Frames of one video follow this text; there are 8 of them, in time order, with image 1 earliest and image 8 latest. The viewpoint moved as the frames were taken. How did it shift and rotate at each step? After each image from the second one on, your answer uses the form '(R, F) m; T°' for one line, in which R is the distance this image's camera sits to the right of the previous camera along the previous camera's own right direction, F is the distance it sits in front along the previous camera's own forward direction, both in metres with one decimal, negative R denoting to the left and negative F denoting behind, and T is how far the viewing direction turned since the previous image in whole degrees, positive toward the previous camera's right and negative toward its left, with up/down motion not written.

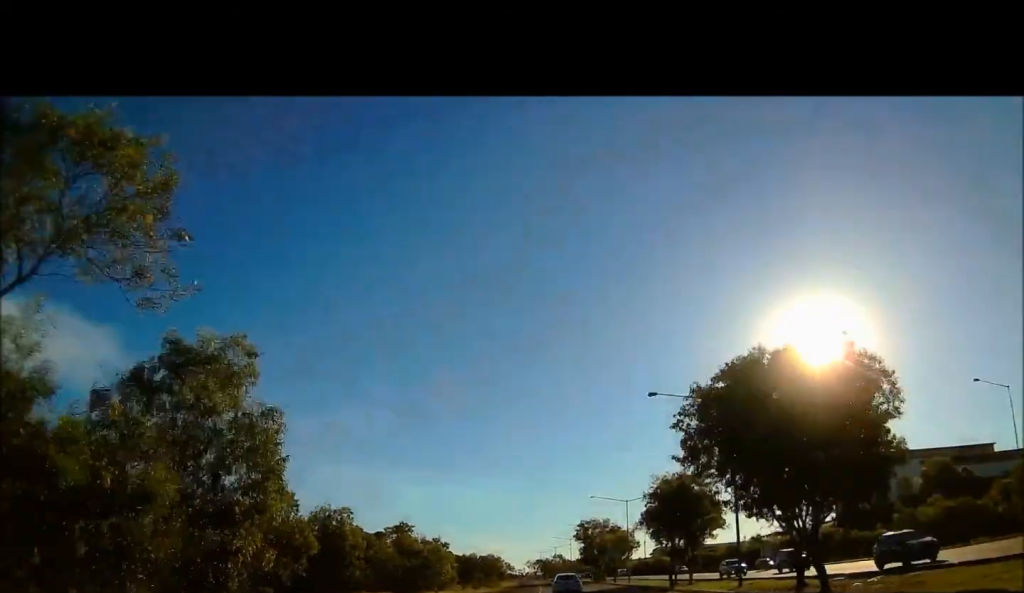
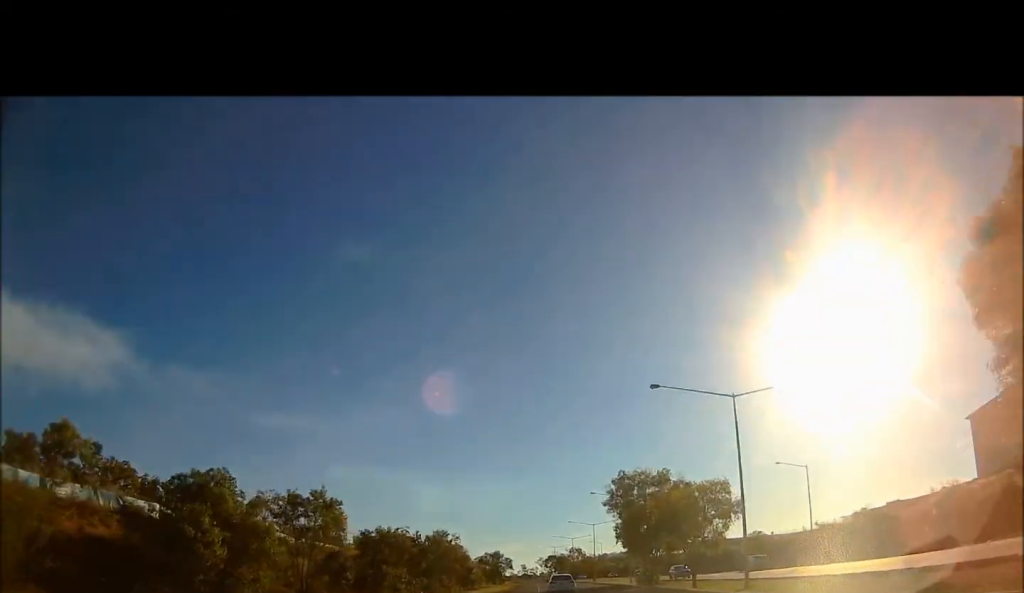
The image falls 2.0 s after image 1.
(-0.3, +53.2) m; -1°
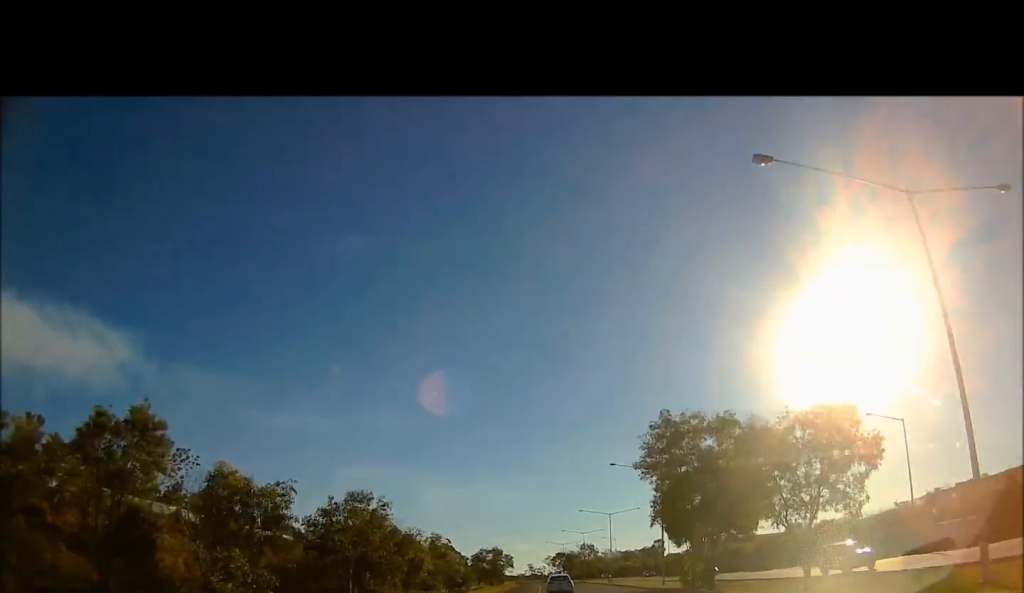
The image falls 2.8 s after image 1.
(-1.0, +21.5) m; -3°
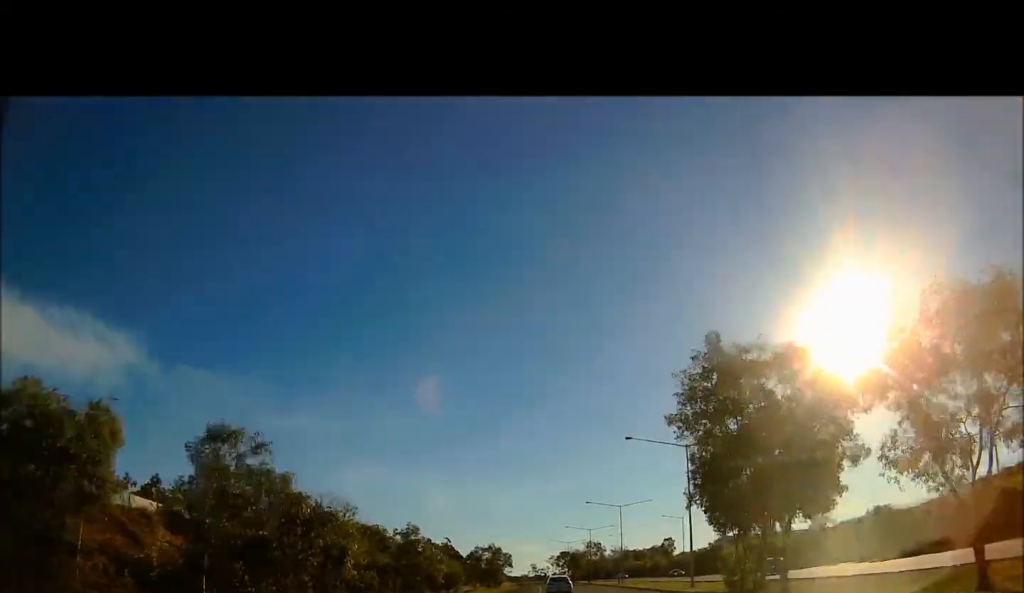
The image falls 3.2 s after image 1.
(-0.4, +12.6) m; -2°
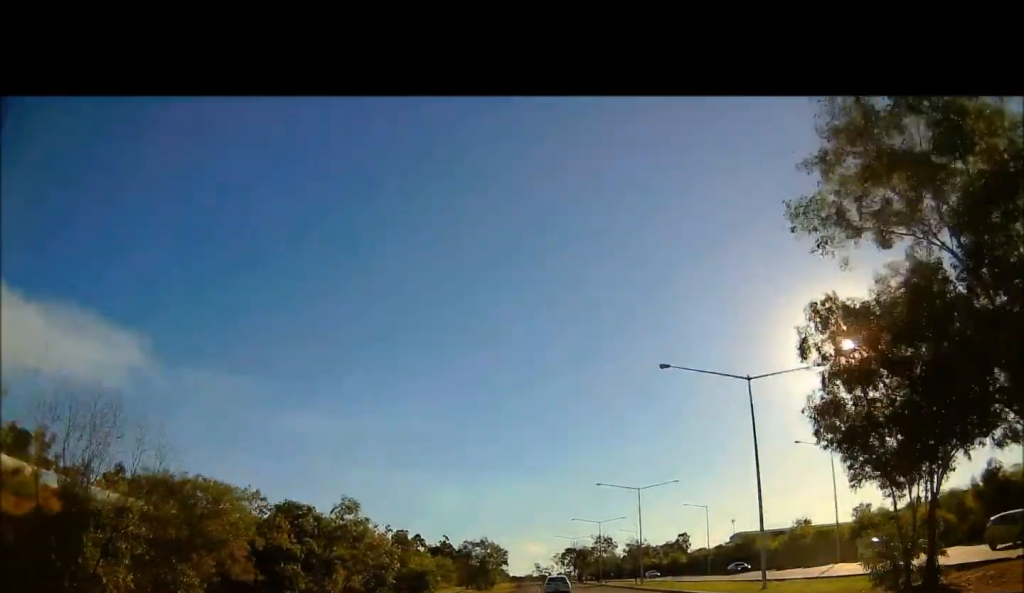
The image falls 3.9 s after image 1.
(0.0, +18.2) m; 0°
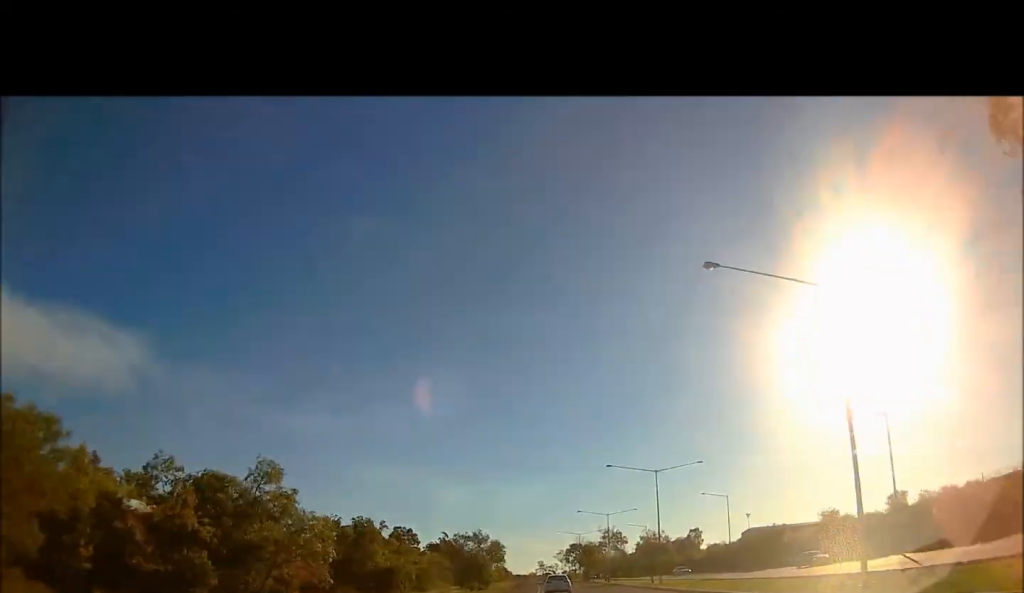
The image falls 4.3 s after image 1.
(0.0, +11.9) m; 0°
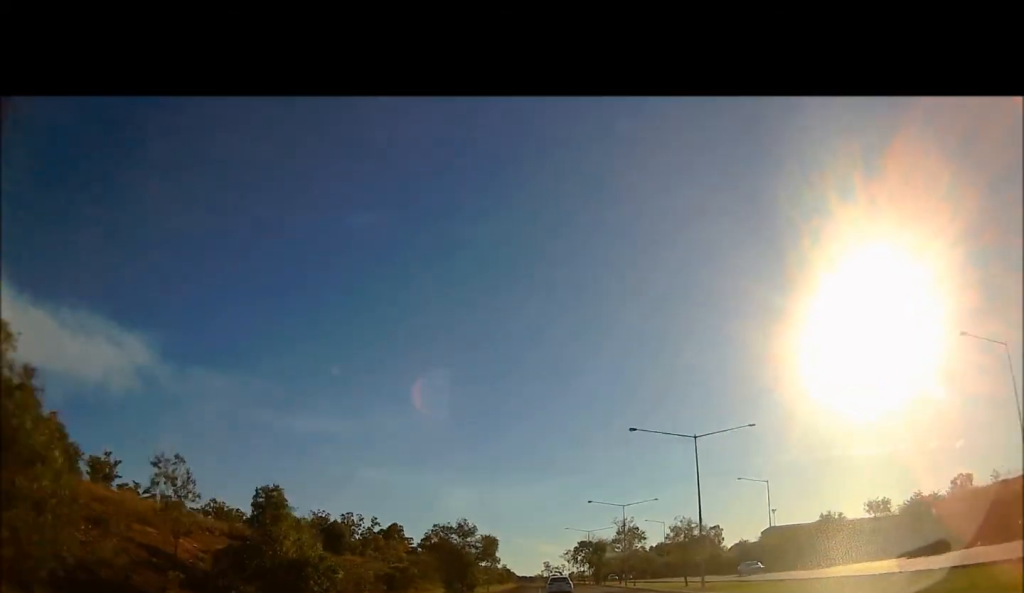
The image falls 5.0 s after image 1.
(0.0, +17.5) m; 0°
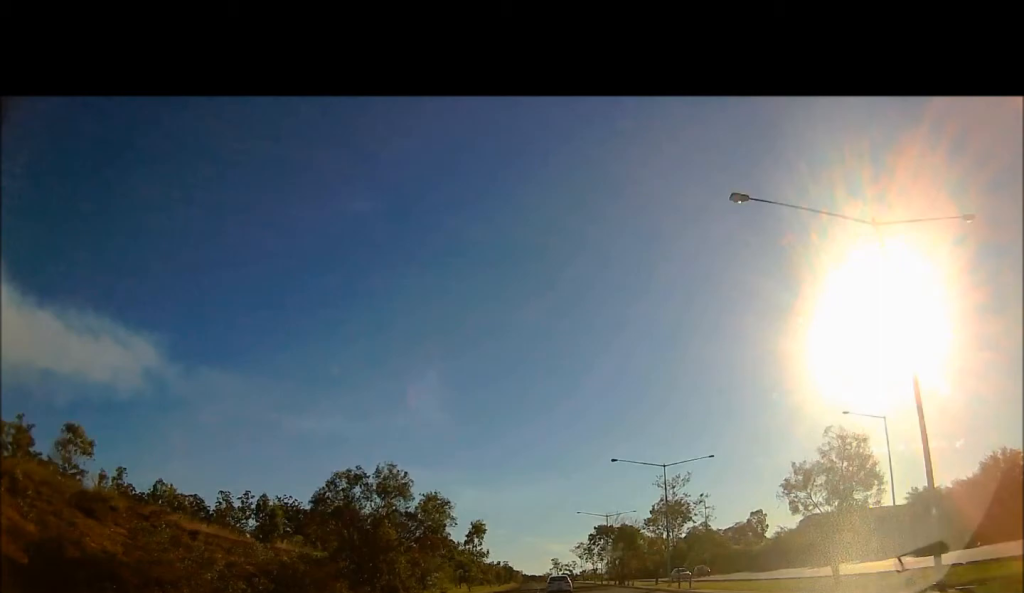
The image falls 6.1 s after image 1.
(0.0, +31.4) m; 0°
